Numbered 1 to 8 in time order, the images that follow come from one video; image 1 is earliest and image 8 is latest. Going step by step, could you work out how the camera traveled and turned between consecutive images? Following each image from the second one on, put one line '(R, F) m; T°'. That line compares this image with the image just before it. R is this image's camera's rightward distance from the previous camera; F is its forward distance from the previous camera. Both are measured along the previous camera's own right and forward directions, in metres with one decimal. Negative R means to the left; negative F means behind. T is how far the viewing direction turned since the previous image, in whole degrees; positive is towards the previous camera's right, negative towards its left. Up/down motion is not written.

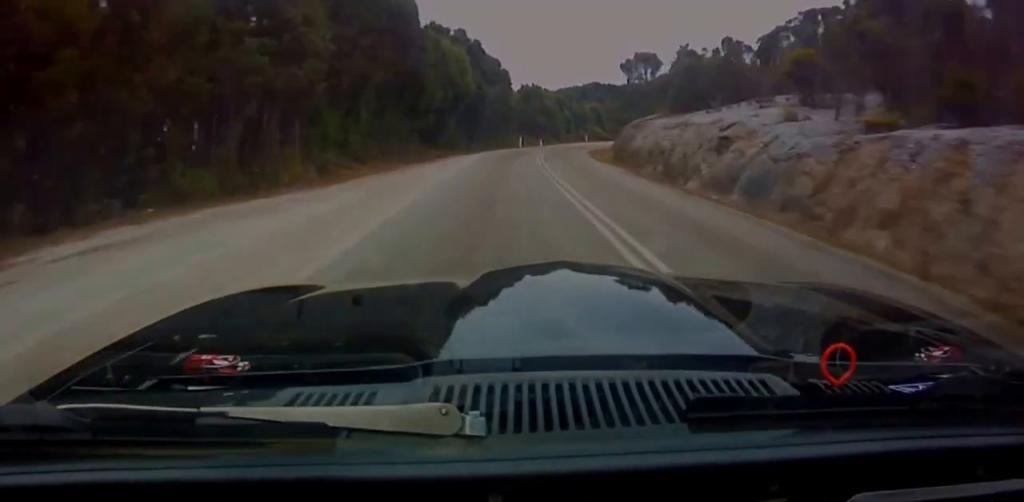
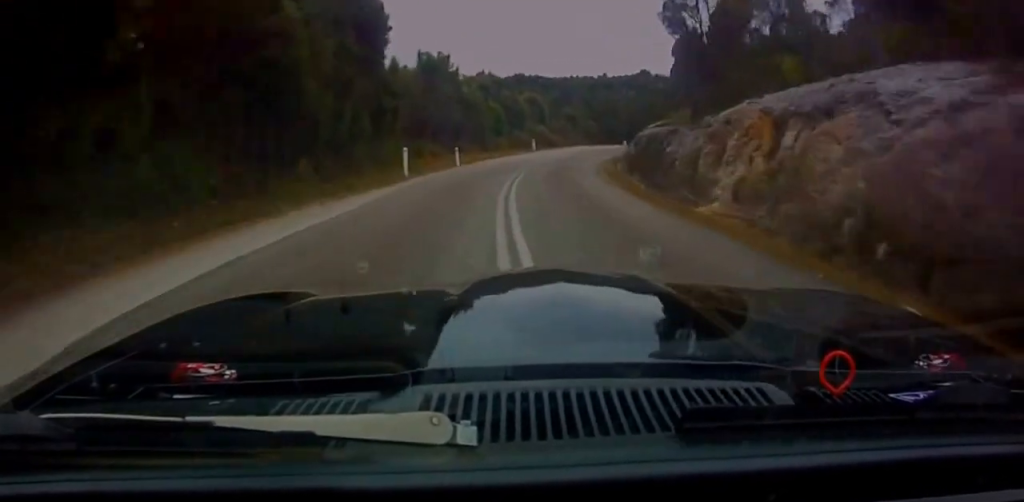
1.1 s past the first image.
(0.0, +34.8) m; +4°
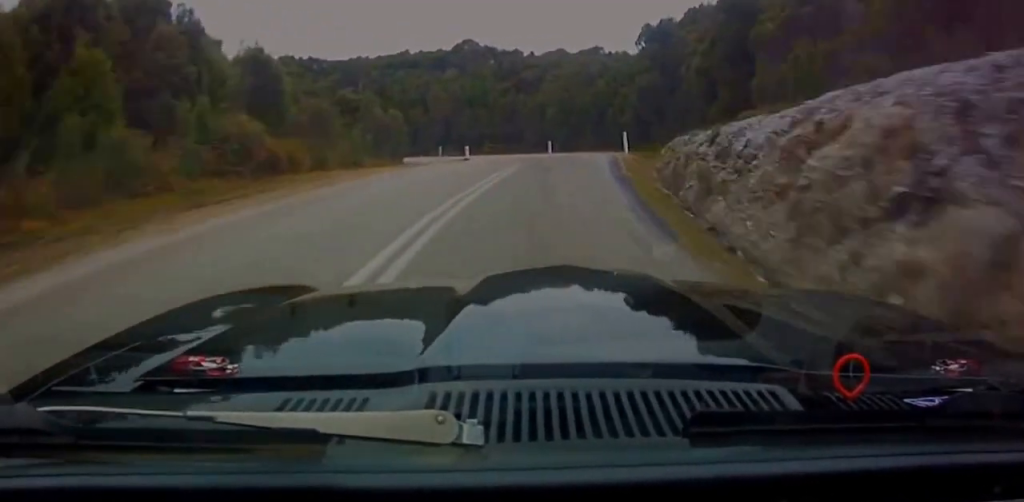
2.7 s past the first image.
(+3.4, +41.3) m; -8°
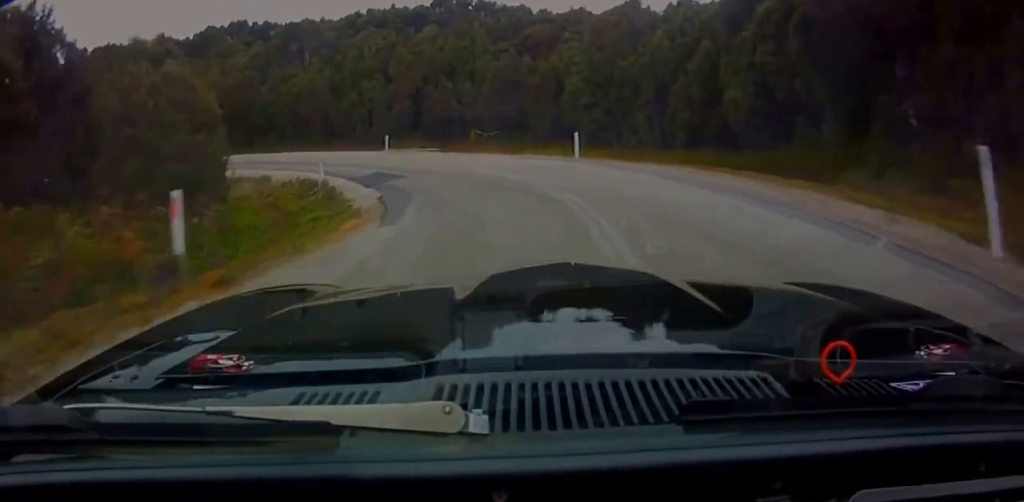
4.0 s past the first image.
(-8.4, +23.1) m; -21°
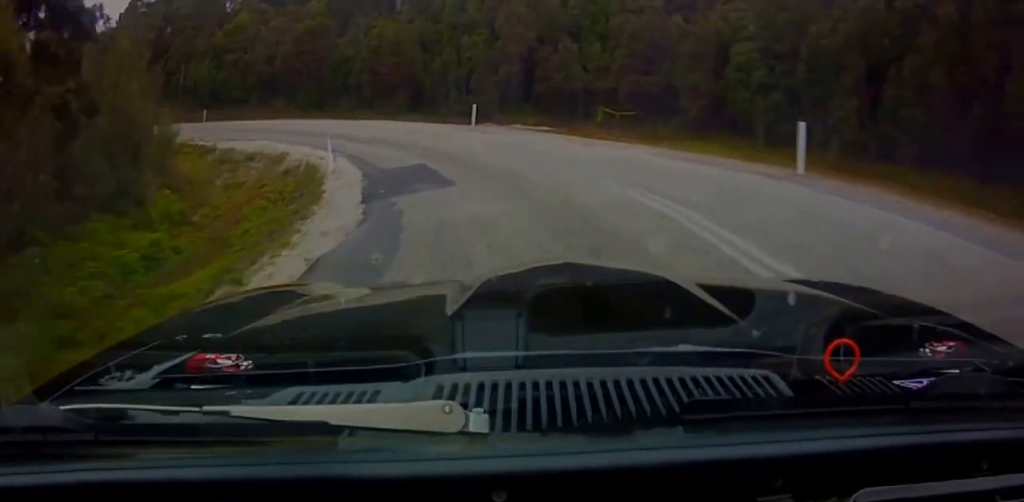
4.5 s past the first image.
(-0.2, +10.1) m; -1°
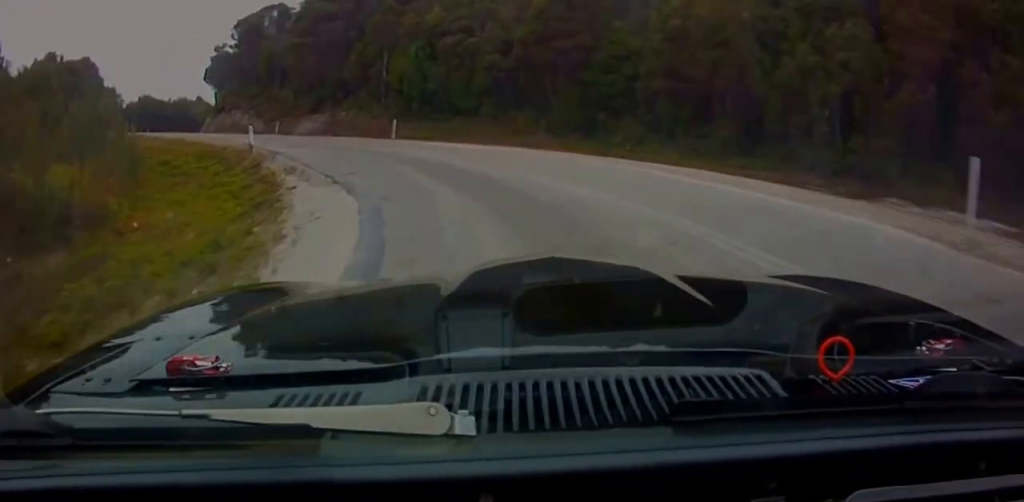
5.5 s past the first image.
(0.0, +16.6) m; 0°
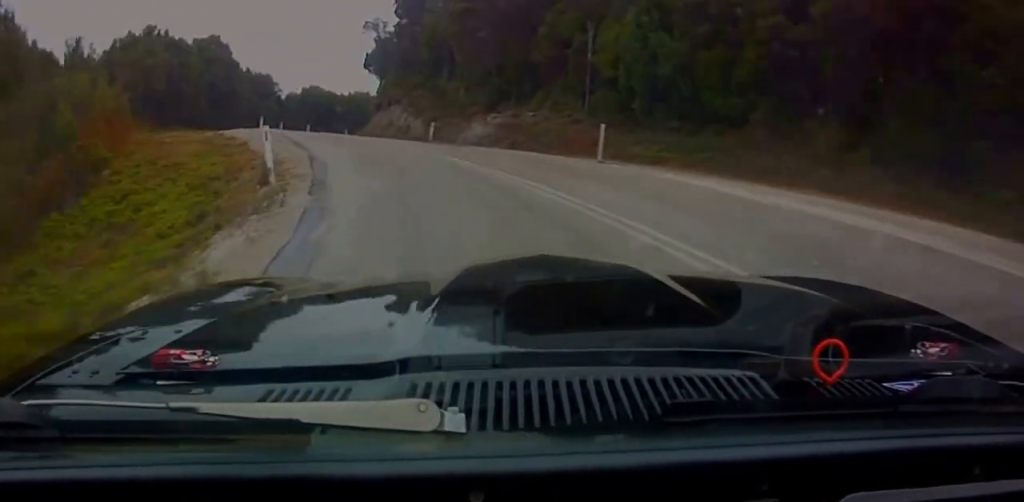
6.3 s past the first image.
(0.0, +13.3) m; -1°
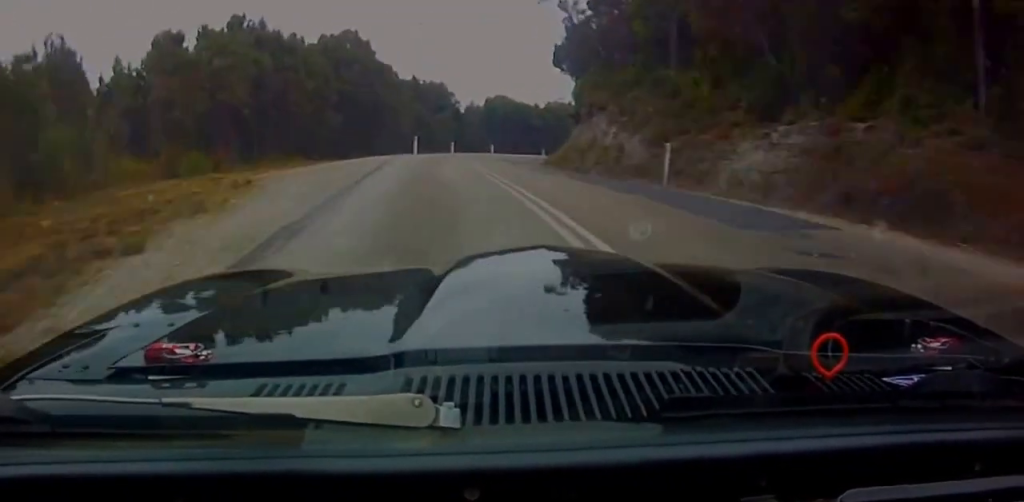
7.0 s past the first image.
(-0.2, +14.7) m; -5°
